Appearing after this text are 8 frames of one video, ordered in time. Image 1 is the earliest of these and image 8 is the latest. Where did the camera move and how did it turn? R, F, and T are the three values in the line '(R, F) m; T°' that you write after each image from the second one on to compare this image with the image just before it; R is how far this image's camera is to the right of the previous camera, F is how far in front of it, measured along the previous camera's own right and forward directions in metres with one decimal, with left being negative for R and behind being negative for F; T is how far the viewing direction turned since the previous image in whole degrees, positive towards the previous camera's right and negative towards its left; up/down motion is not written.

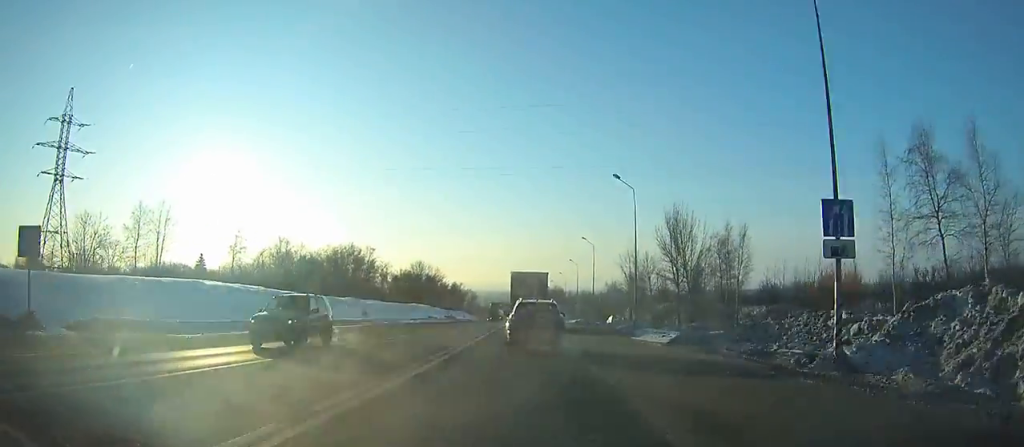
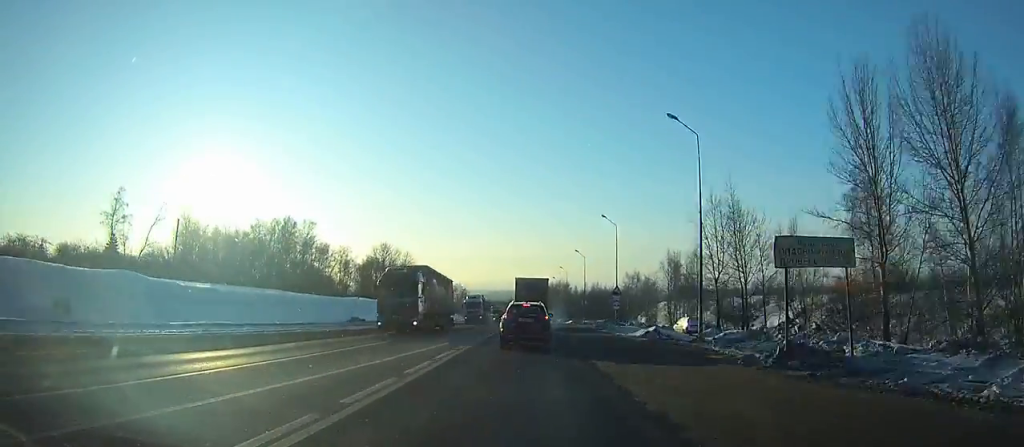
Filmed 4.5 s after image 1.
(+0.1, +48.5) m; +1°
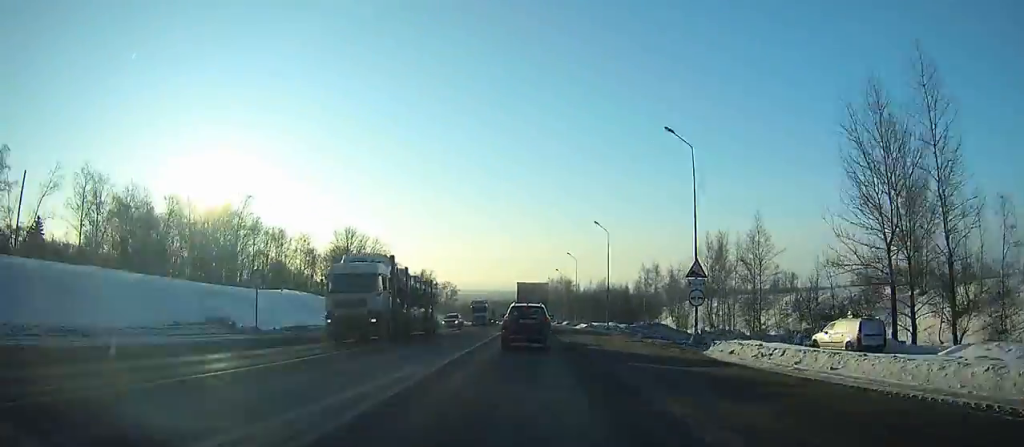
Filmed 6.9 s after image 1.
(+0.1, +27.6) m; 0°
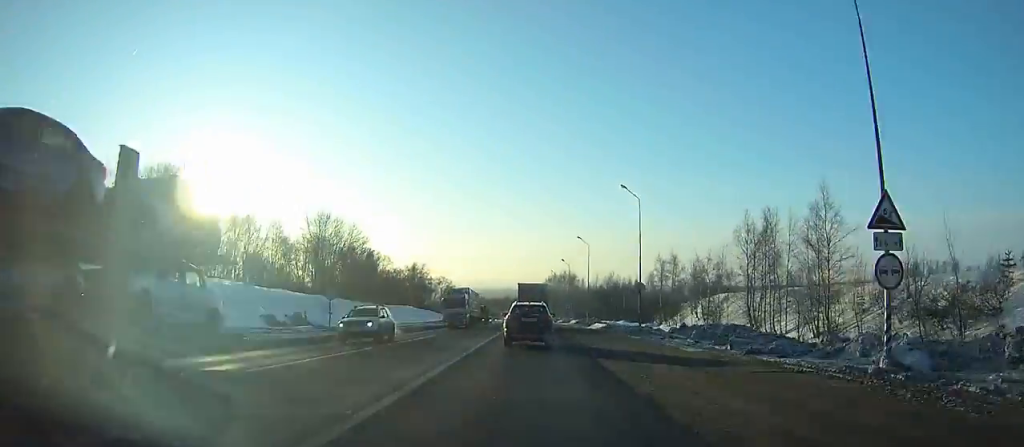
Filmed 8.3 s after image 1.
(+0.1, +16.8) m; 0°
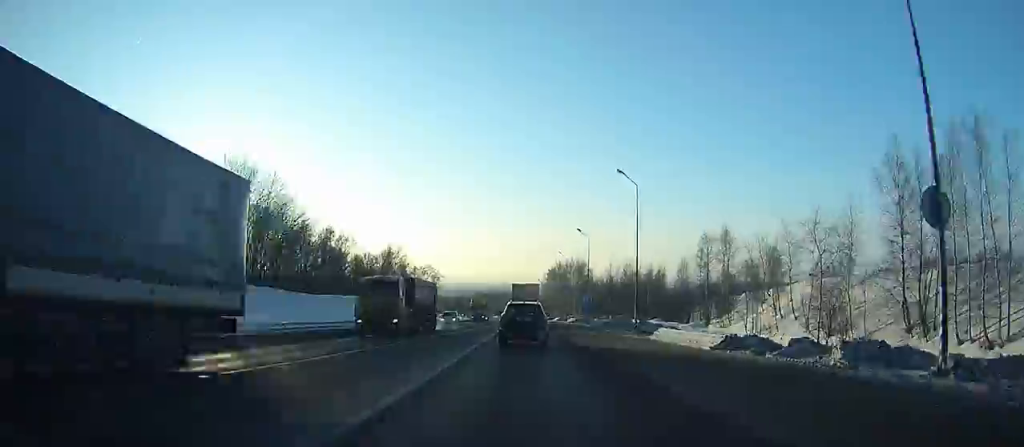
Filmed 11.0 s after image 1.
(0.0, +33.9) m; 0°
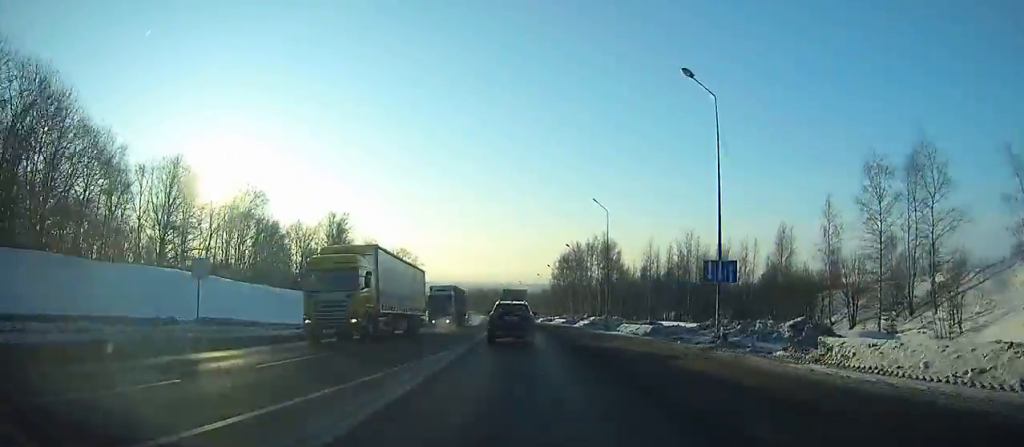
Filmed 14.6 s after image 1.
(-0.2, +48.1) m; -1°
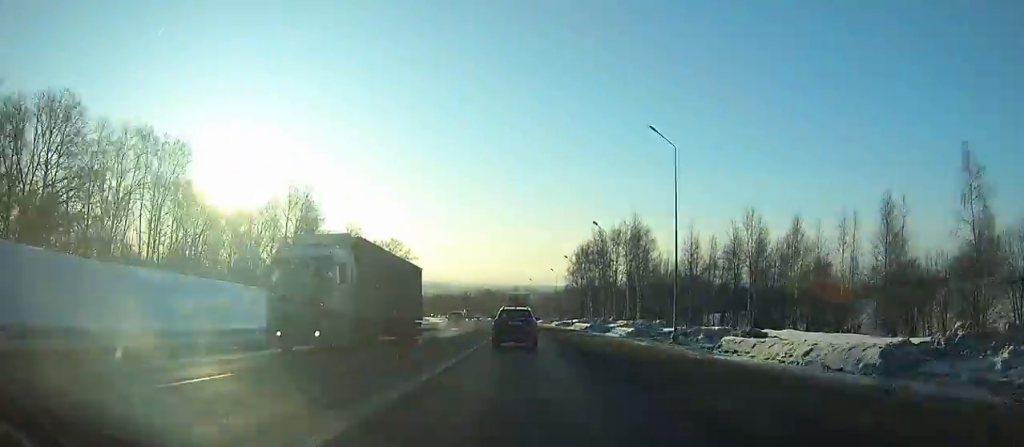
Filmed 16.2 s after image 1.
(-0.1, +22.7) m; 0°
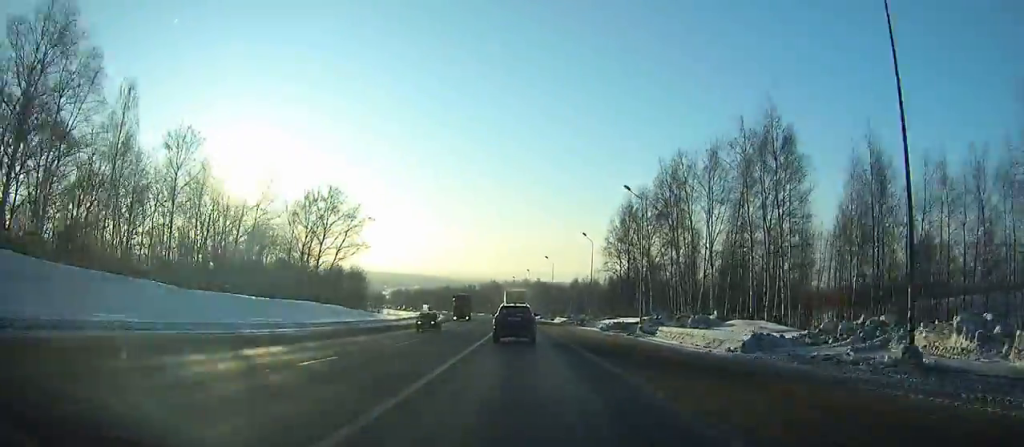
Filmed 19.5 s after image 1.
(-0.3, +48.9) m; -1°
